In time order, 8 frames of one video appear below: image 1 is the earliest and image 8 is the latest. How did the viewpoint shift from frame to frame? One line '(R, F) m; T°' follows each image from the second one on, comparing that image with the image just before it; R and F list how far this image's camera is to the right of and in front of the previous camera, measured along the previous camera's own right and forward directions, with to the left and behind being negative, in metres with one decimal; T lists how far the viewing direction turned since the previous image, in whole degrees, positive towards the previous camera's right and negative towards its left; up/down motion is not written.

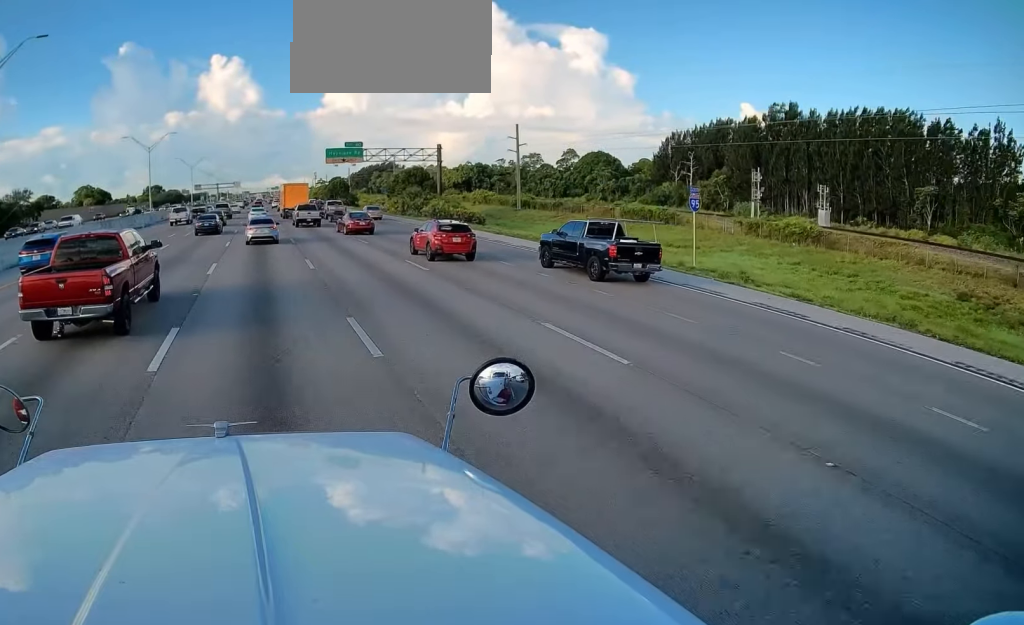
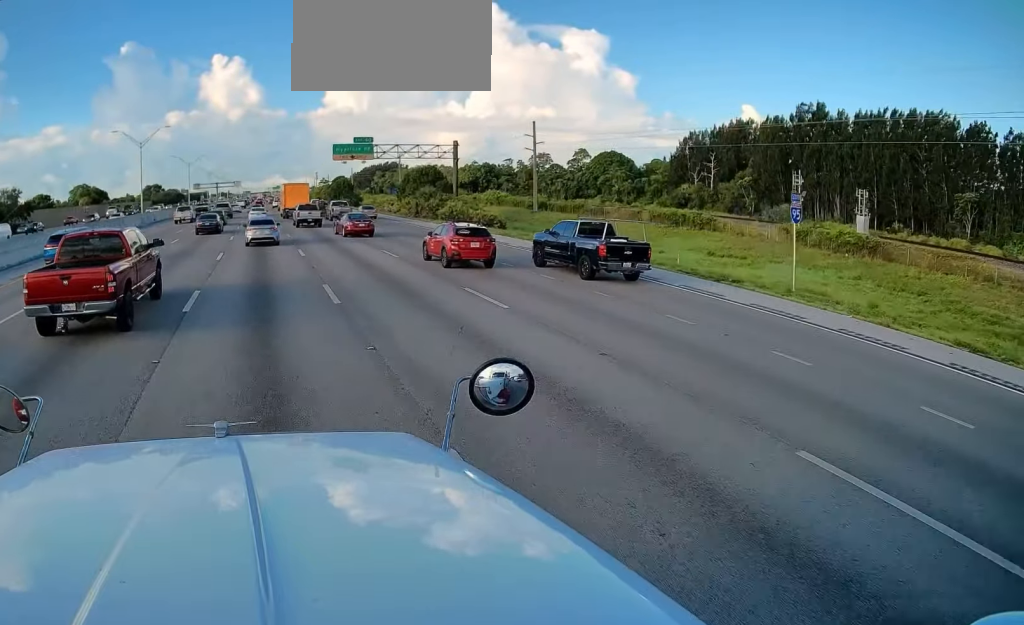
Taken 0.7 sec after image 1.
(0.0, +7.2) m; 0°
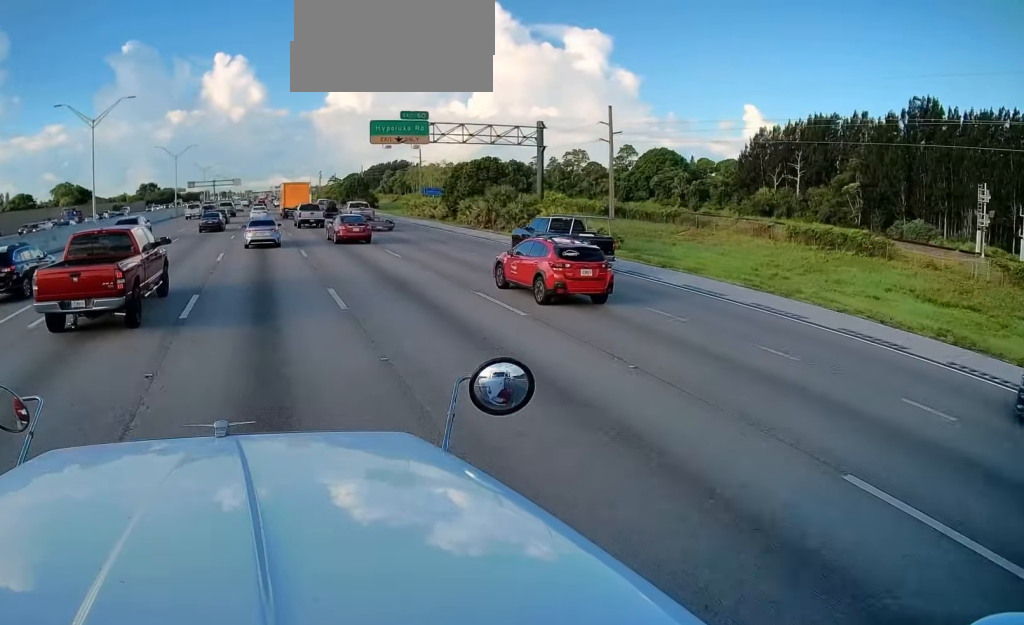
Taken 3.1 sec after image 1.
(-1.0, +25.9) m; -4°
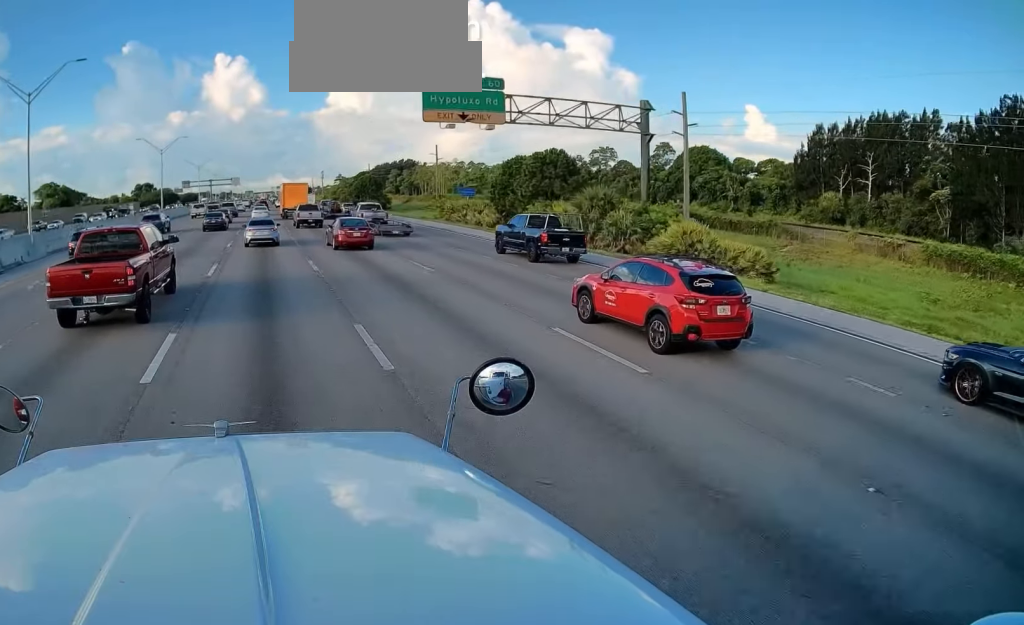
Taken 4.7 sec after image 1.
(0.0, +17.3) m; +1°
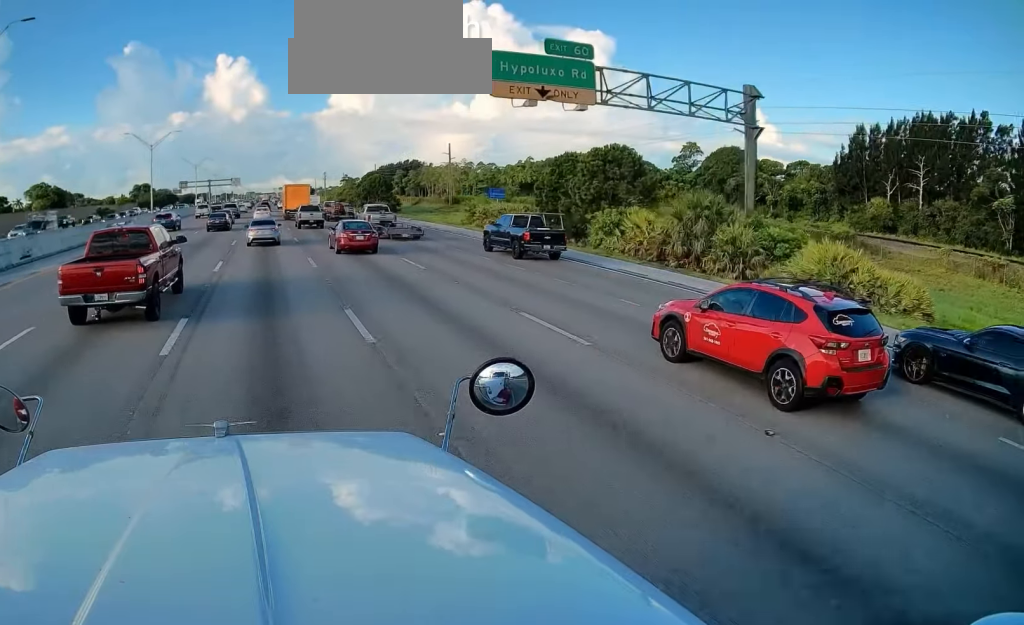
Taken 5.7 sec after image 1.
(+0.1, +10.3) m; +1°
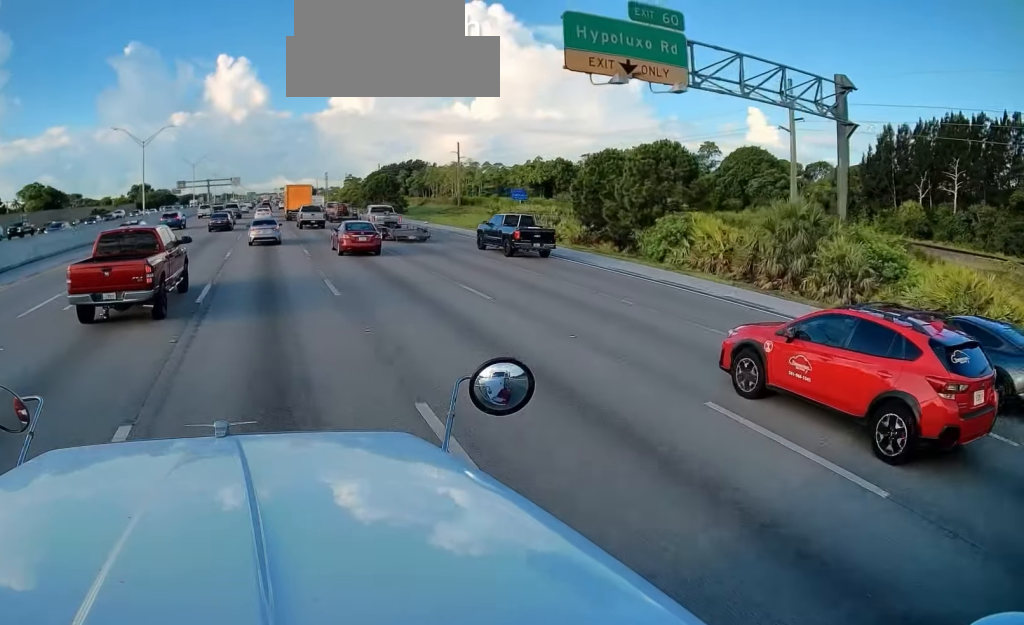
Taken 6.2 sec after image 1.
(+0.2, +6.2) m; 0°
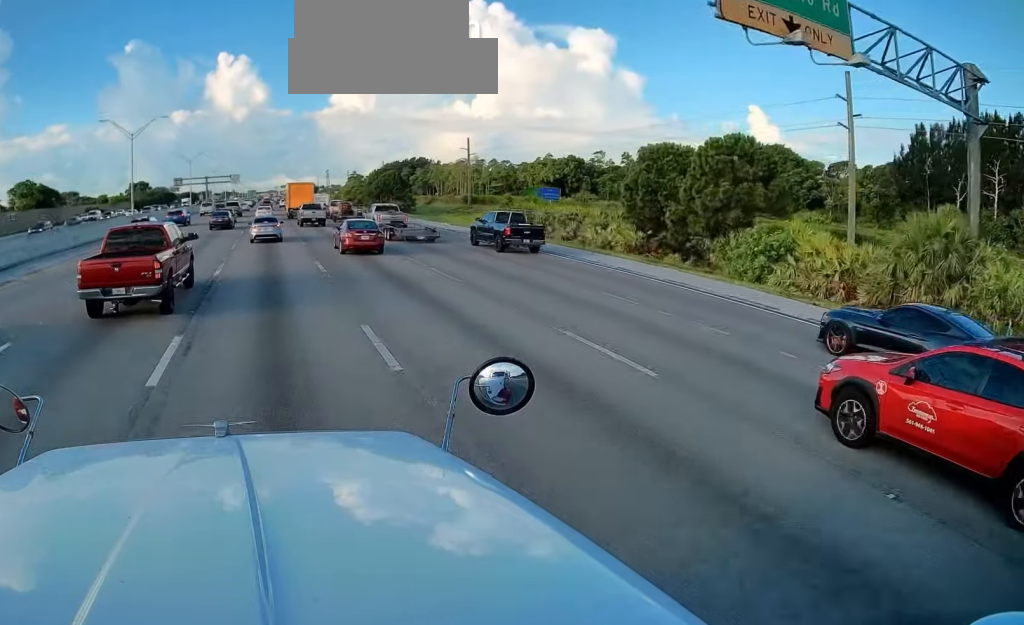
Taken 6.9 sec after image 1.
(-0.1, +7.3) m; -1°
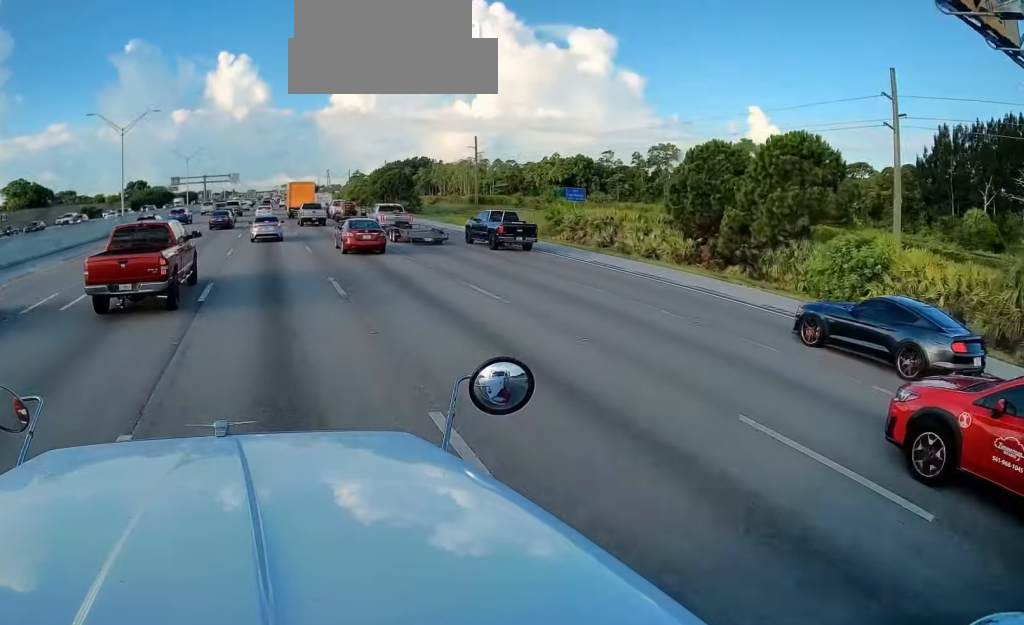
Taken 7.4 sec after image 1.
(-0.1, +5.1) m; -1°
